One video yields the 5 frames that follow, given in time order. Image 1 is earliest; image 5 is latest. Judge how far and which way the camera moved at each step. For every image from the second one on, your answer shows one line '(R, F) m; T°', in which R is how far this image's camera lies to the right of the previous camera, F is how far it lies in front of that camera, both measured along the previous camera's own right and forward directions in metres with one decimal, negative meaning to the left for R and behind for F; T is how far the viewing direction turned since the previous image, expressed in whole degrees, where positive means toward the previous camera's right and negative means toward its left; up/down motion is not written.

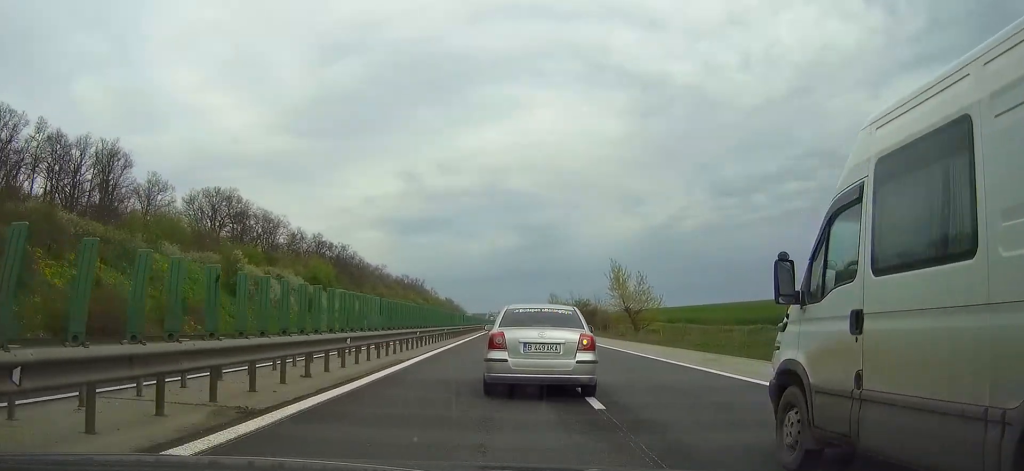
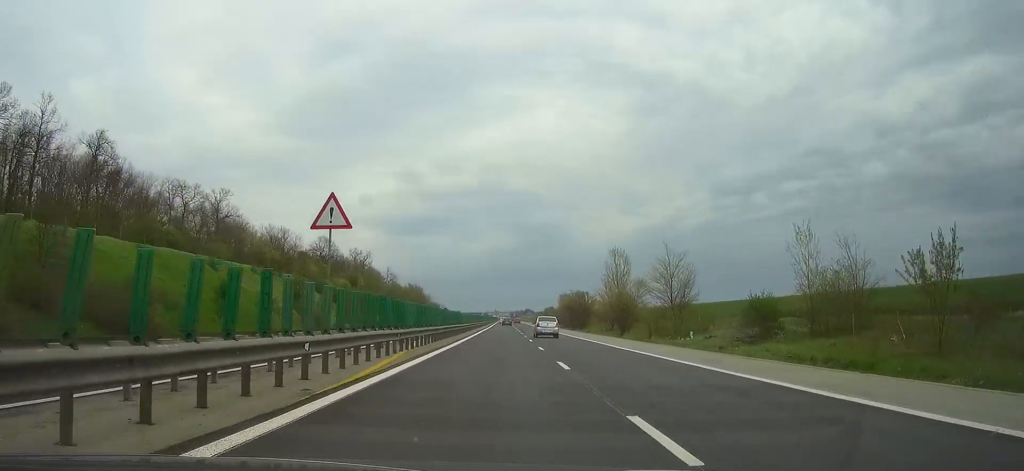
(0.0, +132.3) m; 0°
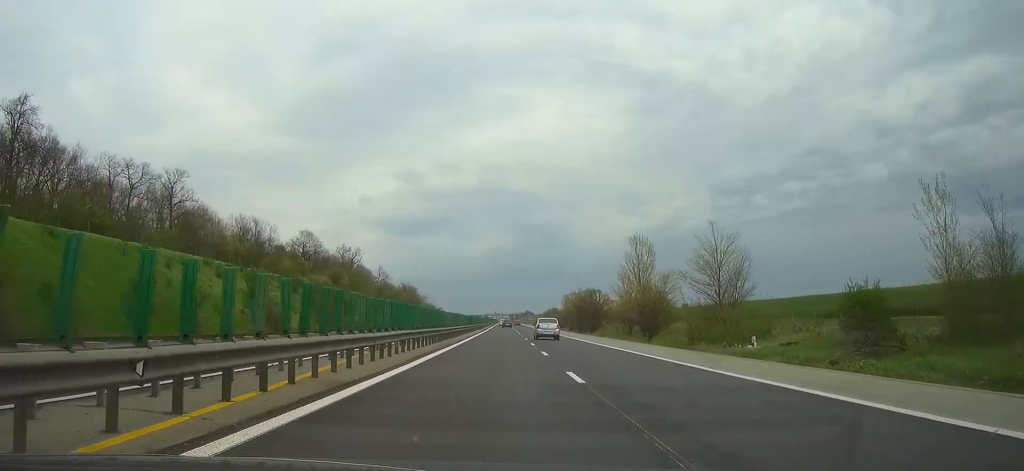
(0.0, +15.5) m; 0°
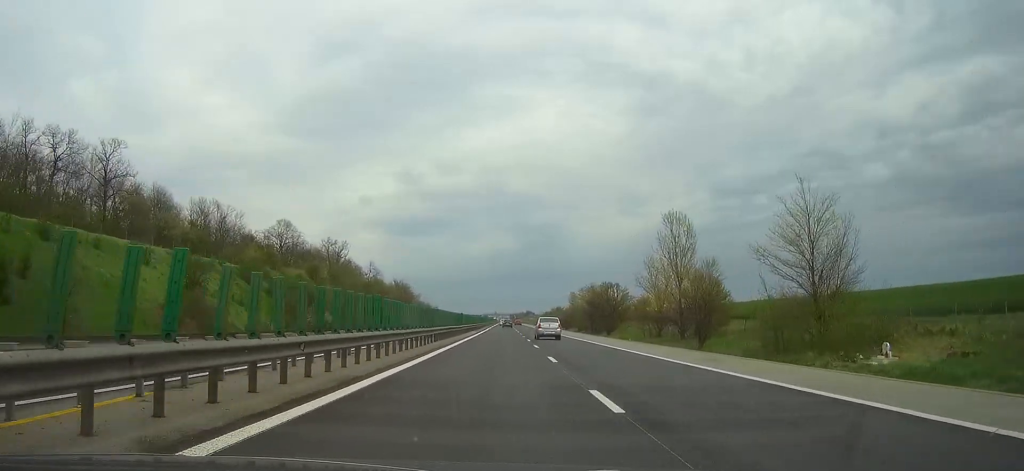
(0.0, +16.8) m; 0°
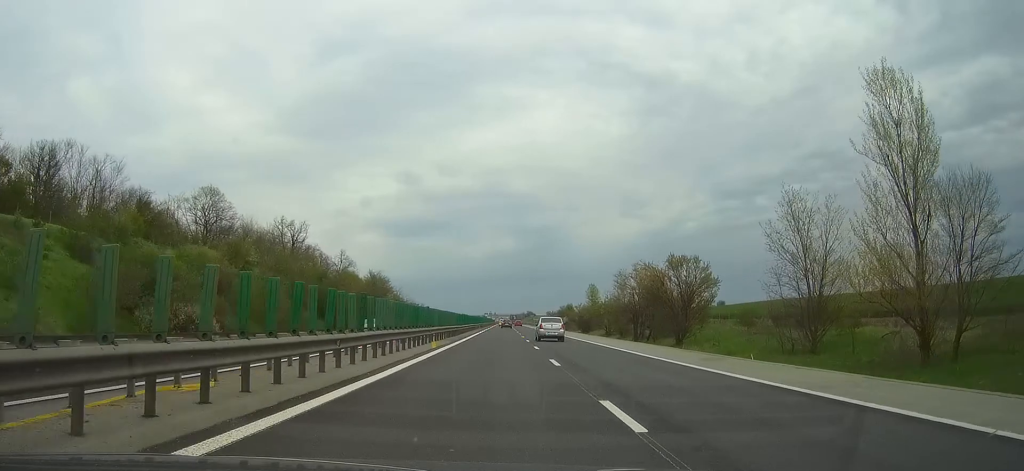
(-0.1, +37.2) m; 0°
